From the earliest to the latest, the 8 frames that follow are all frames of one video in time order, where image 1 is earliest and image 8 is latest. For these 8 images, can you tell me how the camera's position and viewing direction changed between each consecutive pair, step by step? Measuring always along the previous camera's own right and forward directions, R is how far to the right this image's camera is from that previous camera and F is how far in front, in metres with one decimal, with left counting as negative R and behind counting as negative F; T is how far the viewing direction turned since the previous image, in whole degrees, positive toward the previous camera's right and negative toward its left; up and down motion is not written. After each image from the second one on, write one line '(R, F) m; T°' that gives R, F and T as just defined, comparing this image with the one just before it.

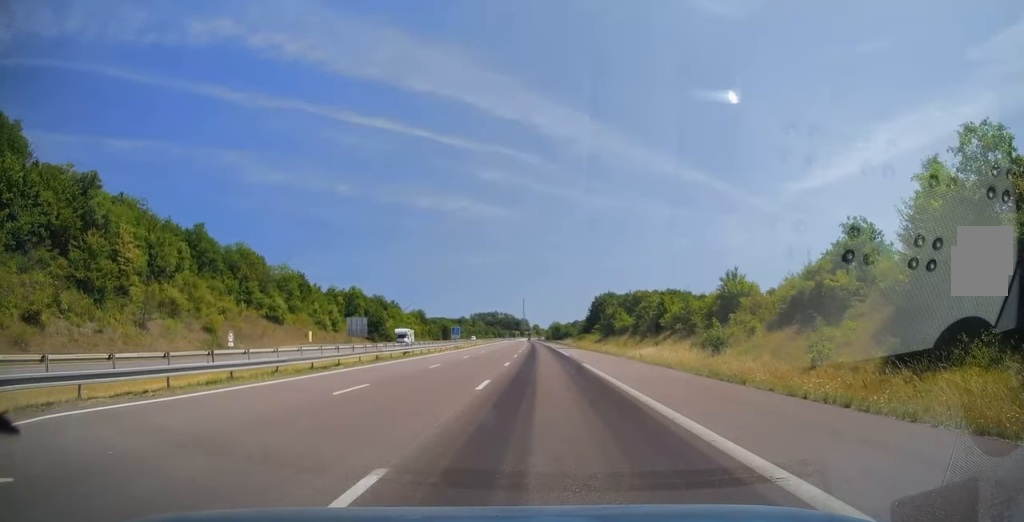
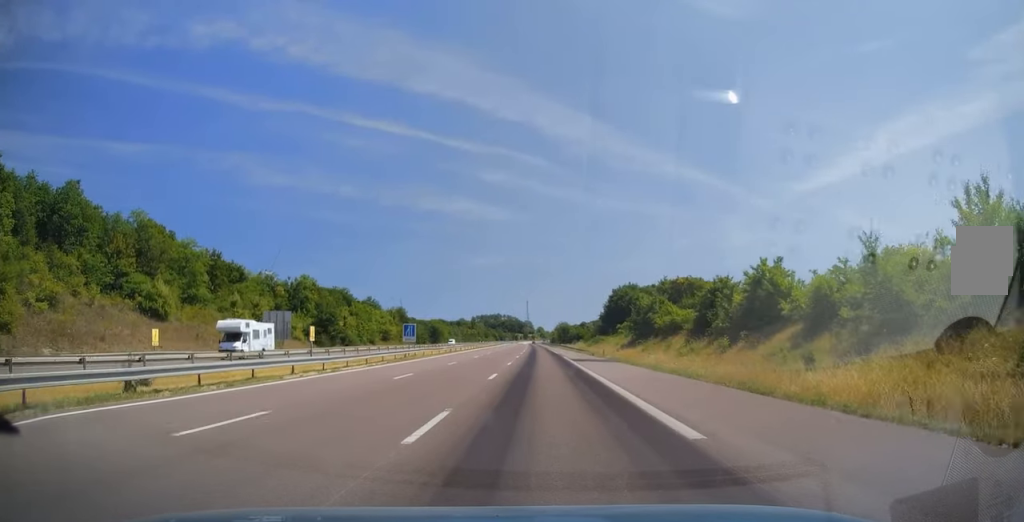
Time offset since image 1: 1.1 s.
(-0.3, +33.8) m; 0°
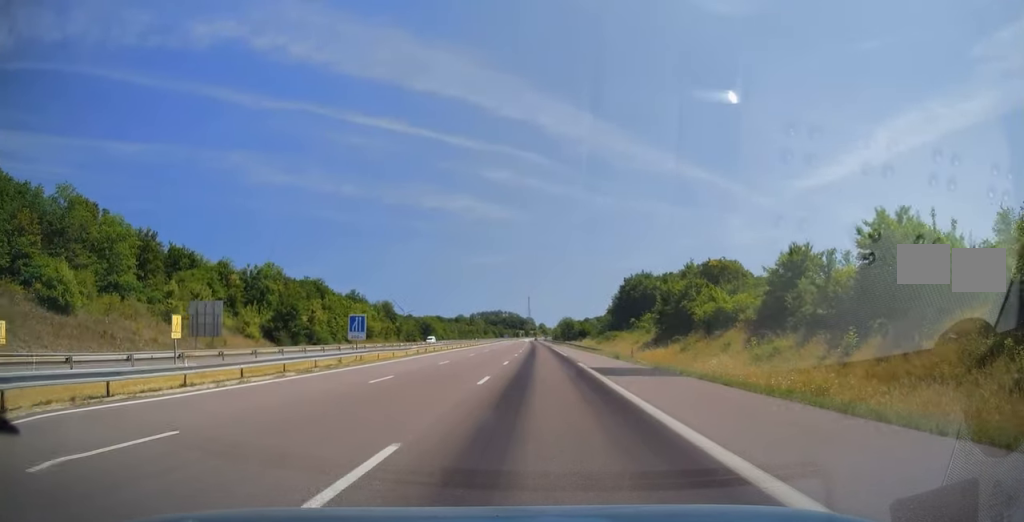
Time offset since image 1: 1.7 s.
(0.0, +16.6) m; 0°
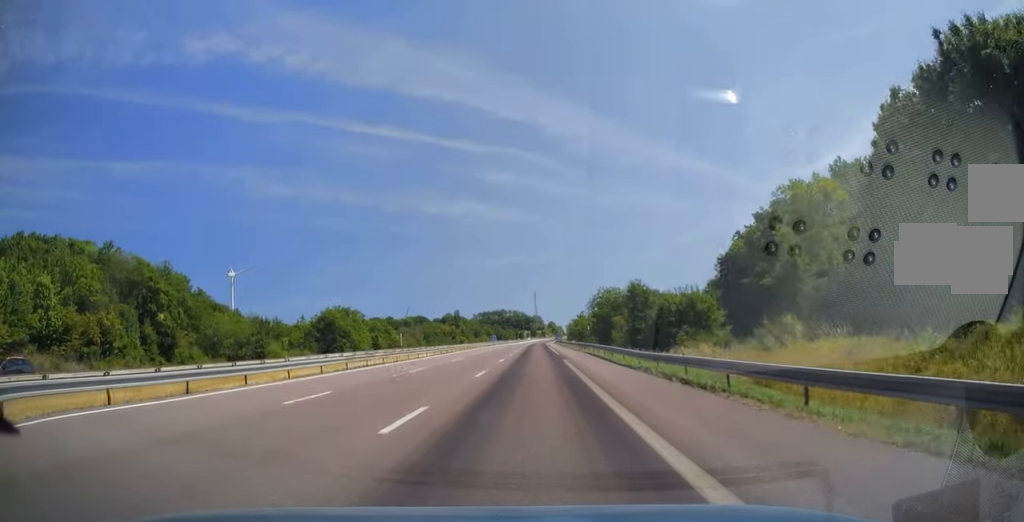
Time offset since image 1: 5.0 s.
(-0.5, +99.8) m; -1°
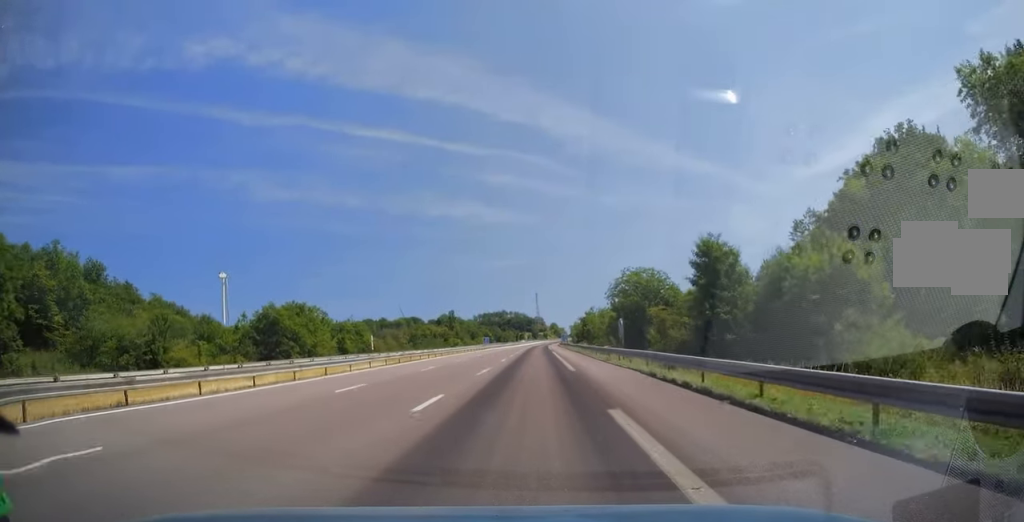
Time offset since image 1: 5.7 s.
(-0.2, +23.2) m; 0°
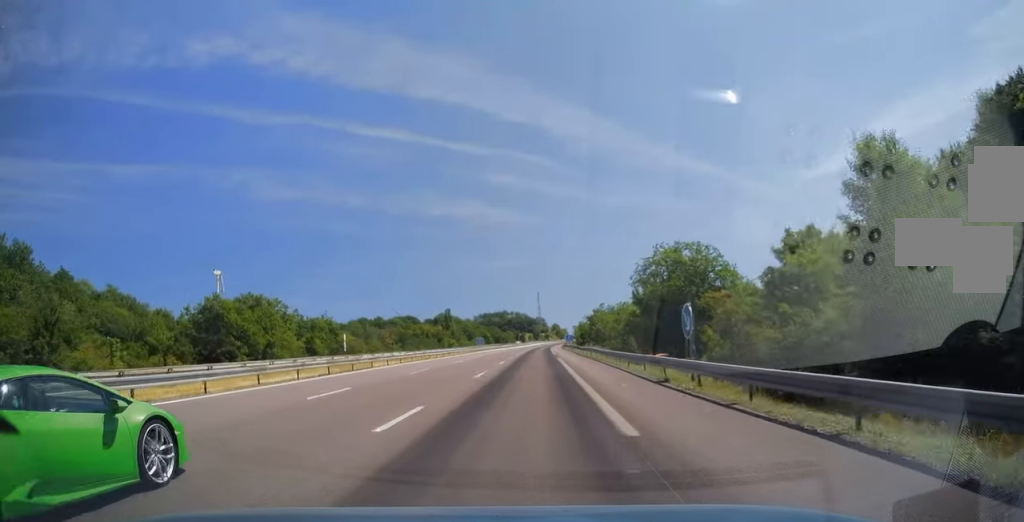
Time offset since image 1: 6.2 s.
(+0.2, +15.6) m; 0°
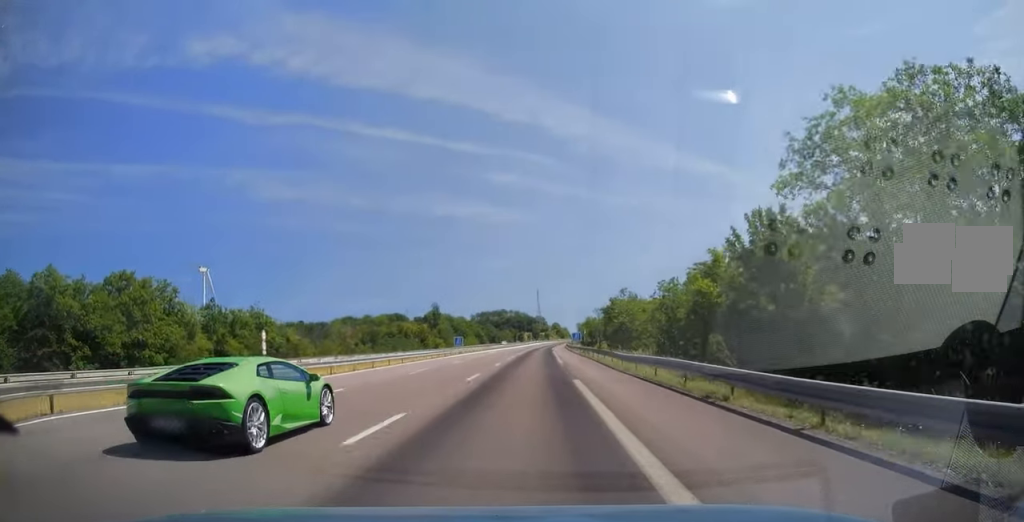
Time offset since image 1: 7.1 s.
(-0.1, +27.2) m; -1°
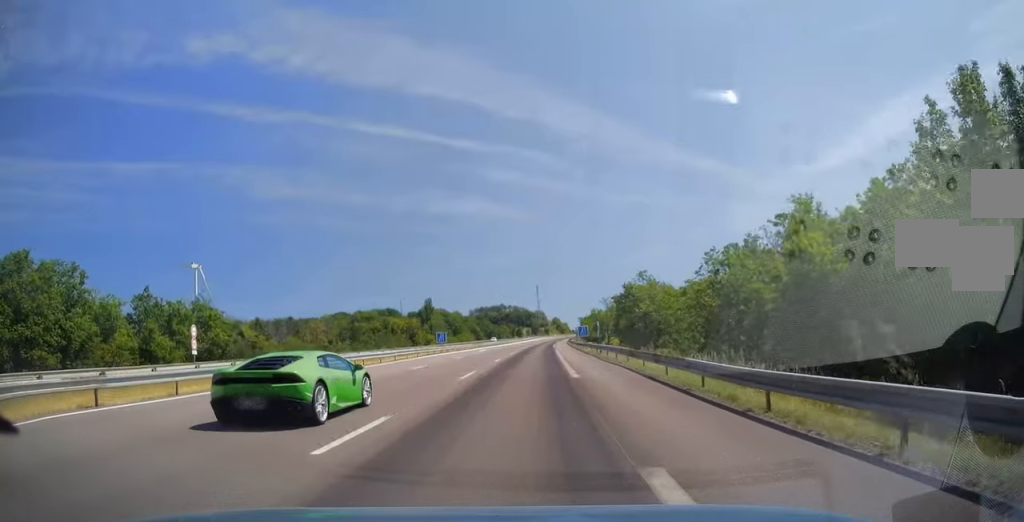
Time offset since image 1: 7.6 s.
(-0.1, +14.1) m; 0°
